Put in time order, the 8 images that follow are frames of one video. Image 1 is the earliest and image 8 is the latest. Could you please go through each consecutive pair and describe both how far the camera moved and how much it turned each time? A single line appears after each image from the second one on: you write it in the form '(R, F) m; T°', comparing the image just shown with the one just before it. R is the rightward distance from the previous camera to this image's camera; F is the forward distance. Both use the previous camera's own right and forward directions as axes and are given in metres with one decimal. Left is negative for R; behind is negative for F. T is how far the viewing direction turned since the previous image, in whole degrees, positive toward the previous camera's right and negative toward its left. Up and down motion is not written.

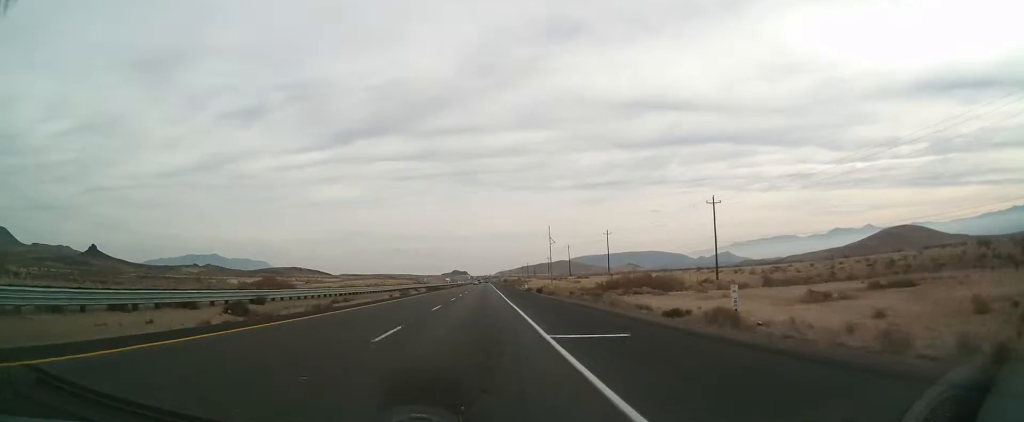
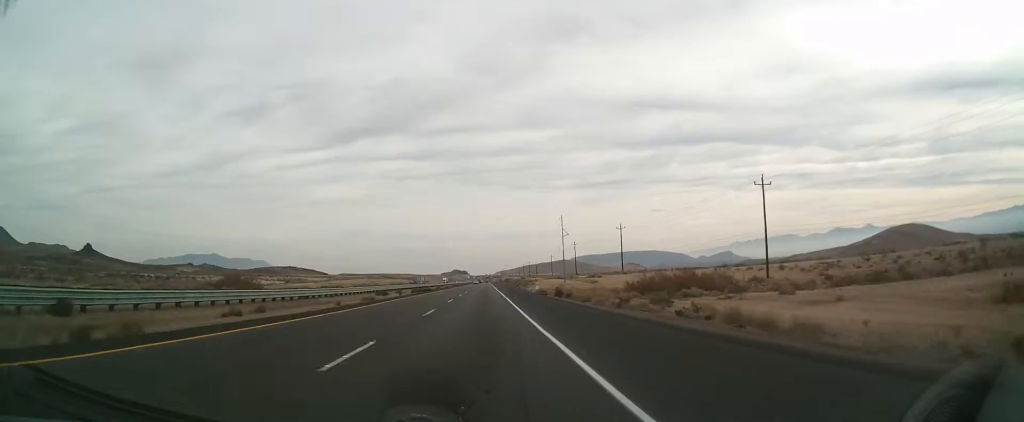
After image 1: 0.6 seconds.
(+0.1, +18.8) m; 0°
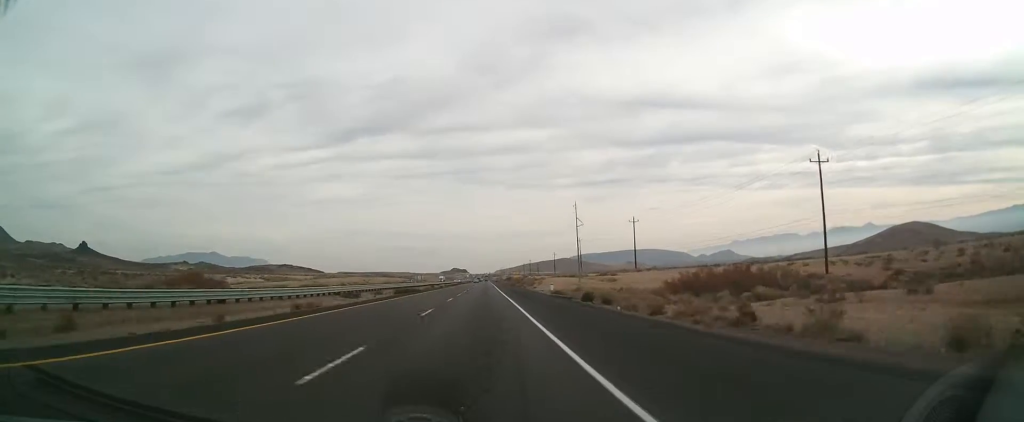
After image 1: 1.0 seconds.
(0.0, +15.6) m; 0°
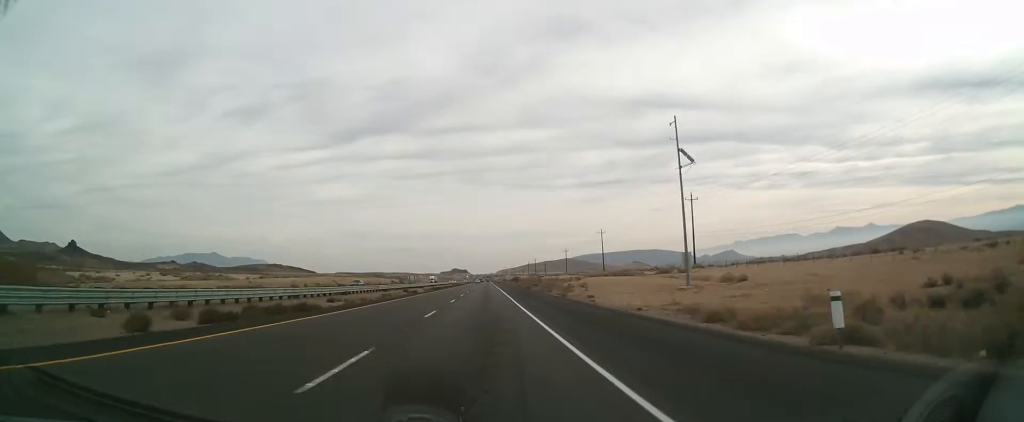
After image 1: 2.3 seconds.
(-0.3, +43.8) m; -1°
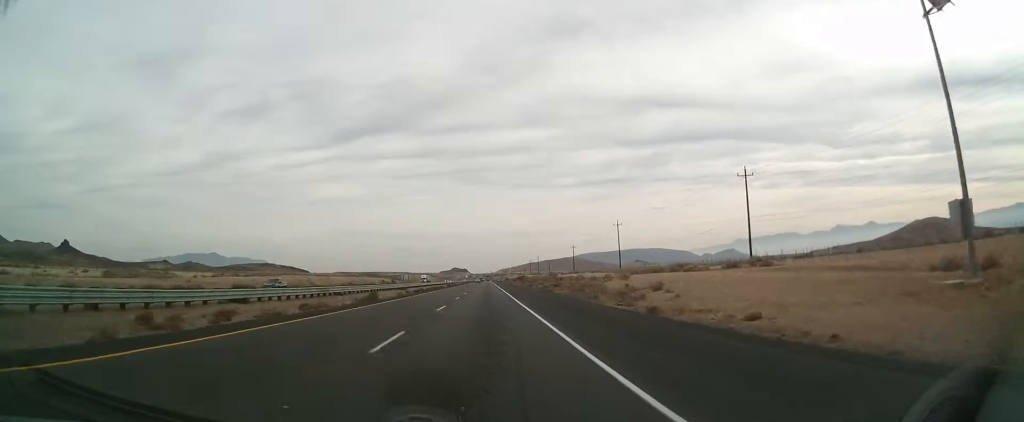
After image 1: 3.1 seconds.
(-0.1, +25.0) m; 0°
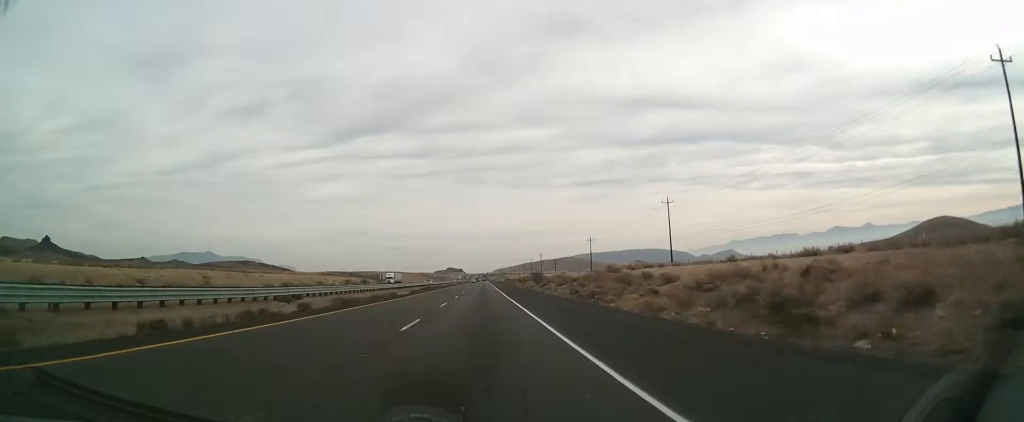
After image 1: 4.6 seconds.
(-0.1, +53.8) m; 0°
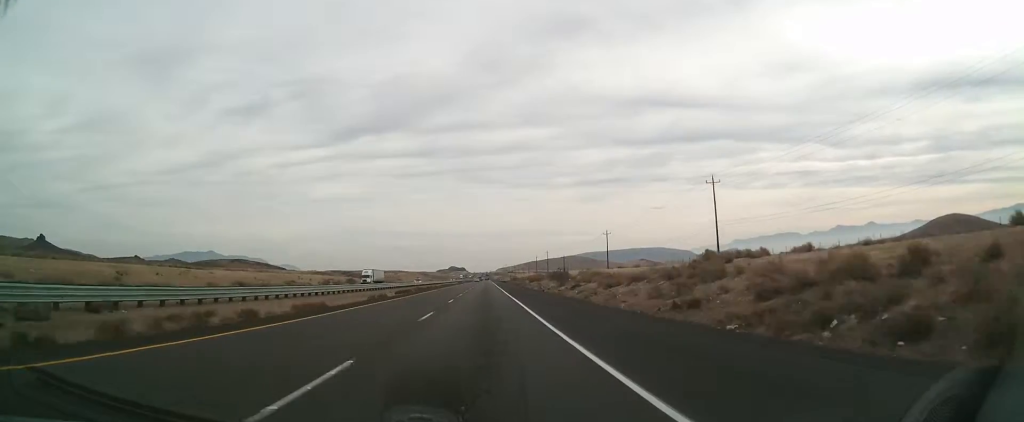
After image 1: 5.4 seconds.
(0.0, +25.2) m; 0°
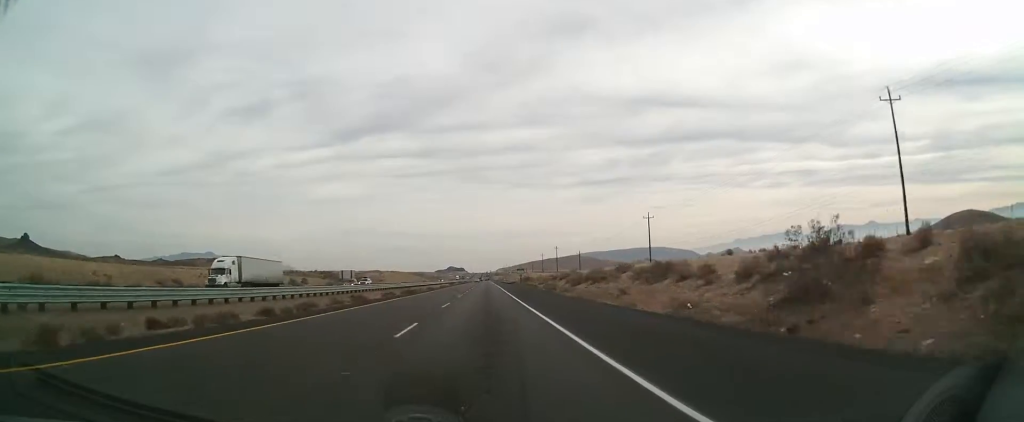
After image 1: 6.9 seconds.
(0.0, +51.0) m; 0°
